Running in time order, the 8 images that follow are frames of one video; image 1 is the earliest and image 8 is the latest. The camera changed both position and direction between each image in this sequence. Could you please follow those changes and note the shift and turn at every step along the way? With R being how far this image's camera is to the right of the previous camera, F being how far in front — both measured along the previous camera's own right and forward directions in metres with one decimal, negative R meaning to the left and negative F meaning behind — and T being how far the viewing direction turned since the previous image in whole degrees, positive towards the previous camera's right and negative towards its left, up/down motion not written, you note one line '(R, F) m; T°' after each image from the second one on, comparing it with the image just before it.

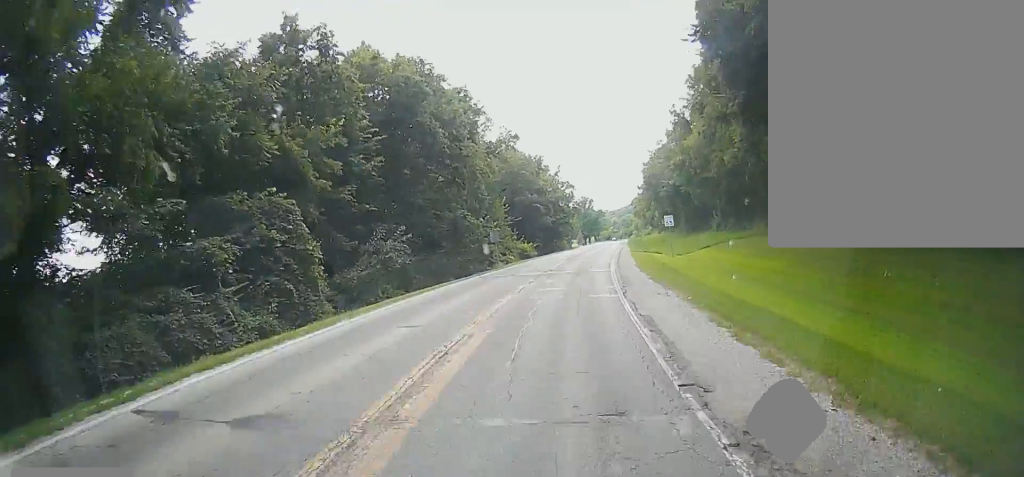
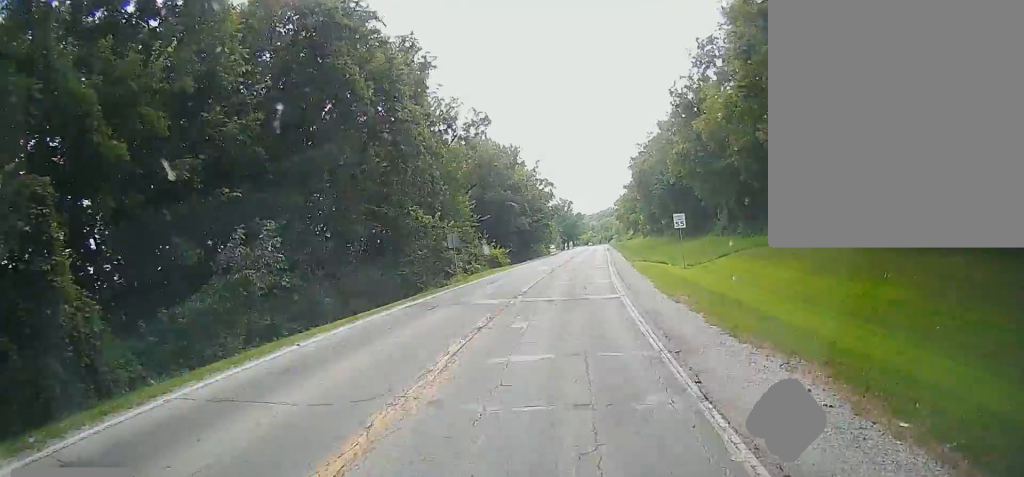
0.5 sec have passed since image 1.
(+0.5, +12.1) m; +1°
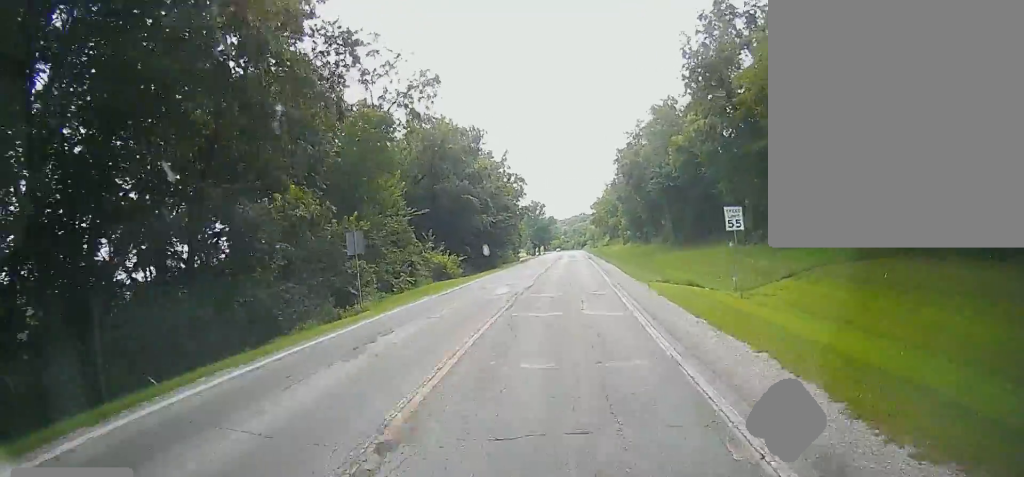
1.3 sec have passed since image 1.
(+0.3, +16.5) m; +2°
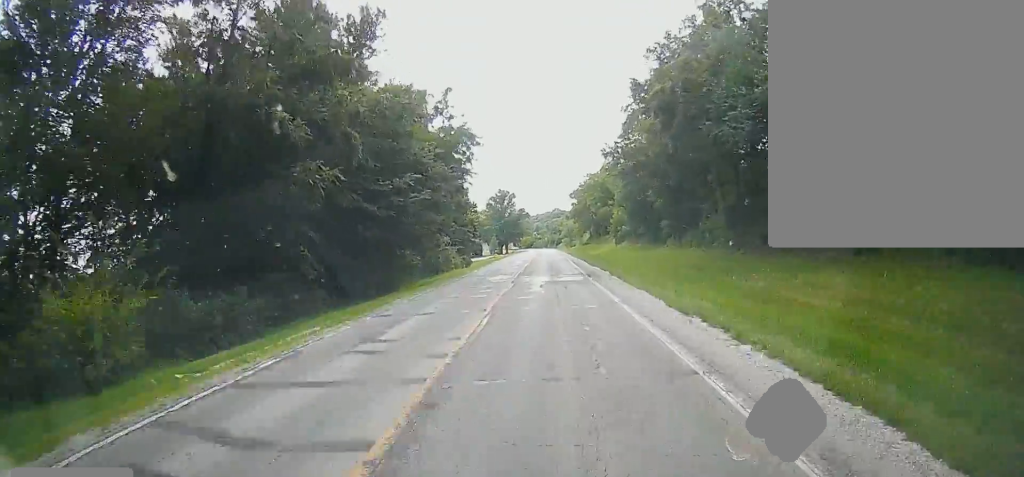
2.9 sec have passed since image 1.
(+2.2, +36.4) m; +7°
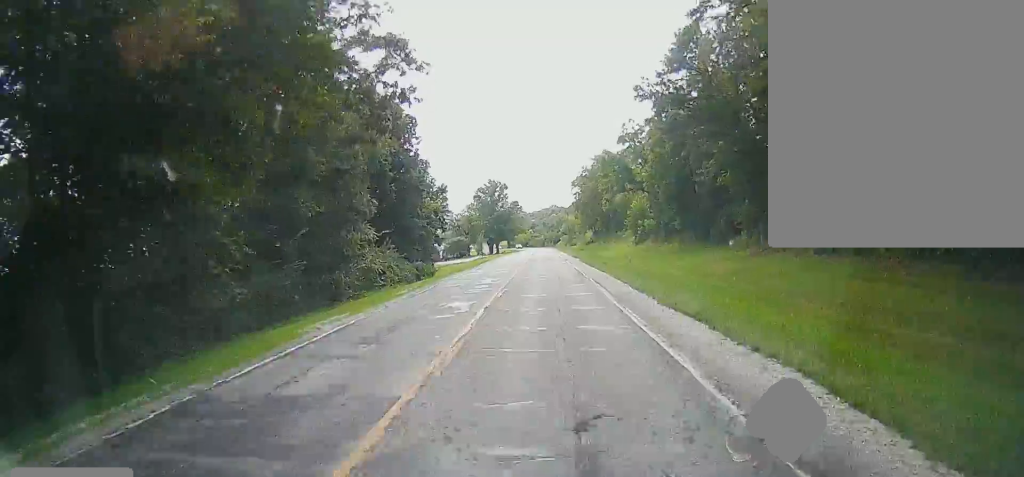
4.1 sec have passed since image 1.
(+0.8, +26.8) m; +7°
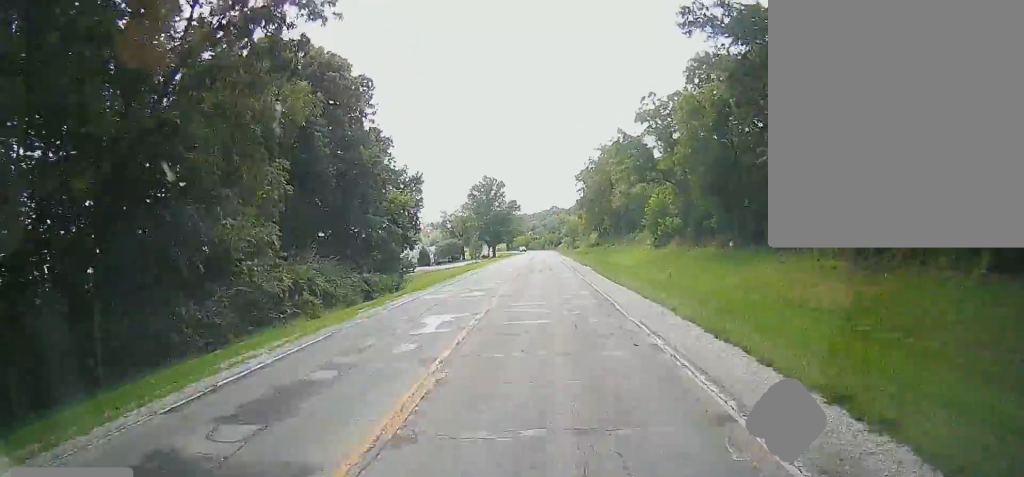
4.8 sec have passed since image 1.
(+1.0, +14.4) m; +6°
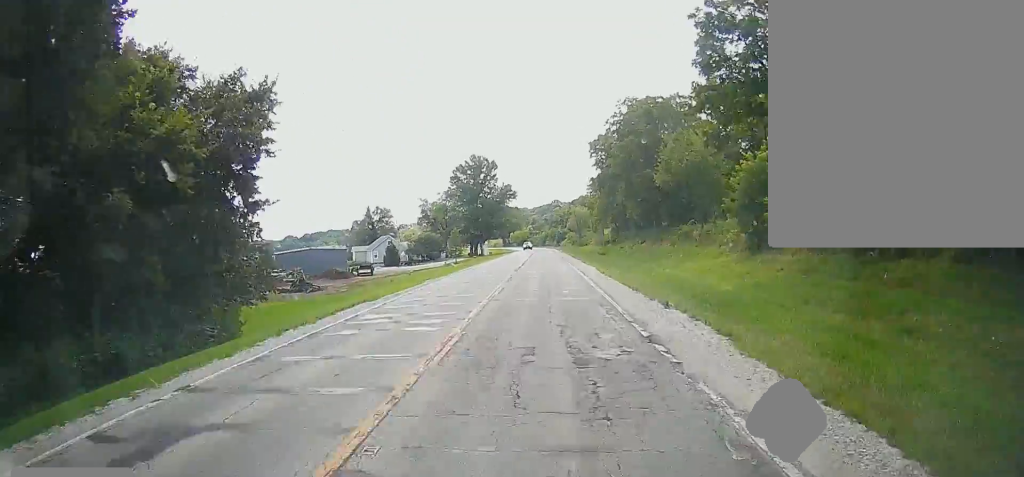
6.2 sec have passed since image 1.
(+2.5, +33.3) m; +4°
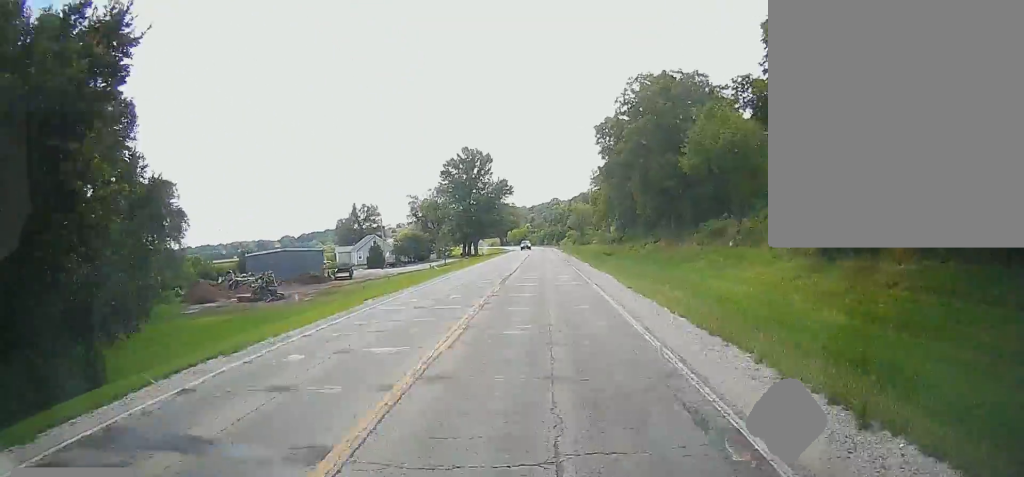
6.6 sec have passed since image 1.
(-0.4, +12.0) m; -1°
